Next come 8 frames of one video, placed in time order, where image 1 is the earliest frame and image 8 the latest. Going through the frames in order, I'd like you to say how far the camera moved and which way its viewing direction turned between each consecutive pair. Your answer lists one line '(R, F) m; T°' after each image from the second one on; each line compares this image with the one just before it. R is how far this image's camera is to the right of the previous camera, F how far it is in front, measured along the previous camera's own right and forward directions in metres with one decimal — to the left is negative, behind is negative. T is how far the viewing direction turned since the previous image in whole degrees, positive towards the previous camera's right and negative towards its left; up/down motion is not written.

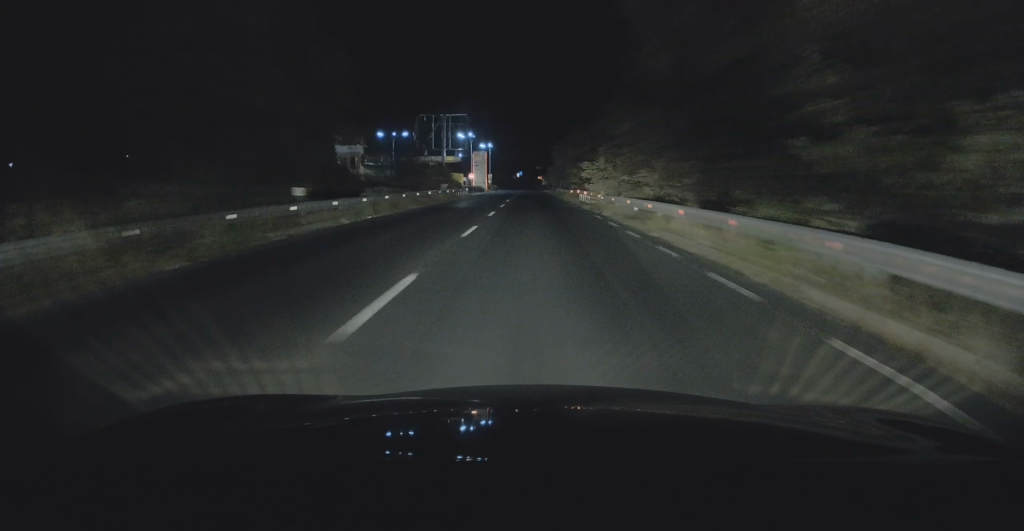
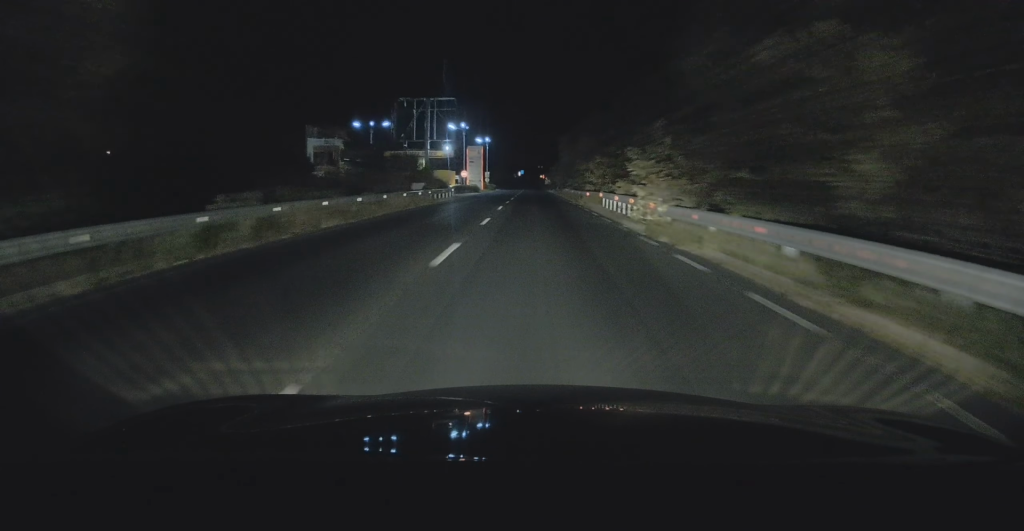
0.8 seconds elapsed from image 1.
(-0.1, +13.5) m; 0°
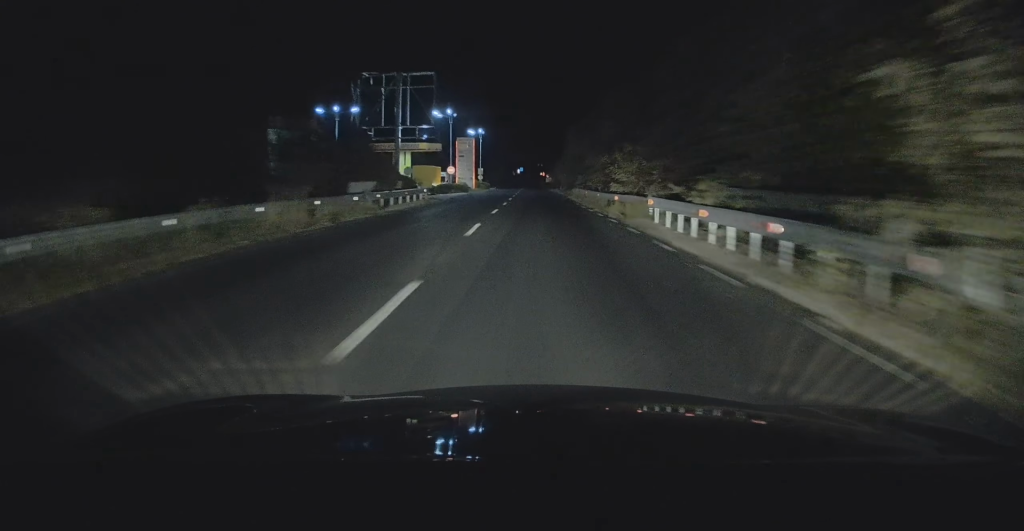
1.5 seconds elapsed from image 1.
(0.0, +13.5) m; 0°
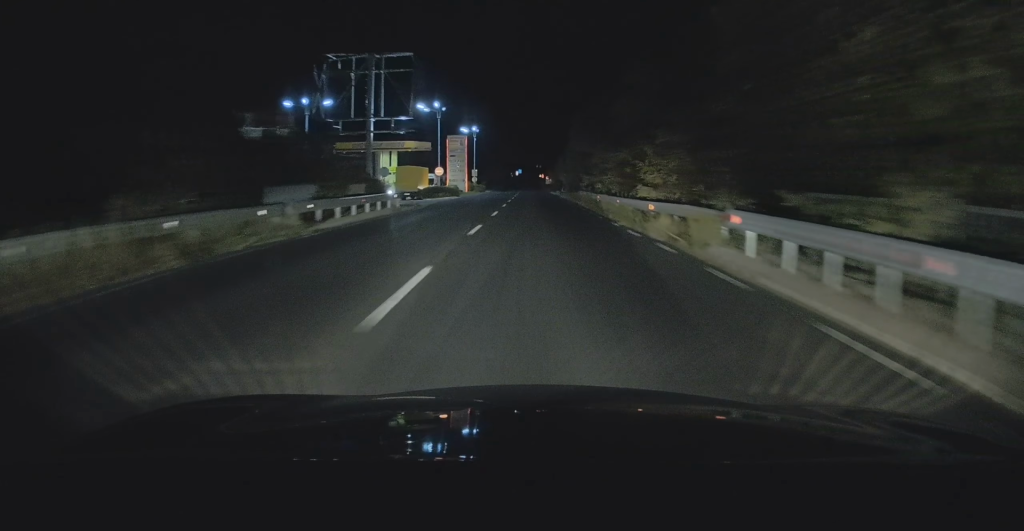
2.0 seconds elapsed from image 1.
(+0.1, +8.2) m; 0°
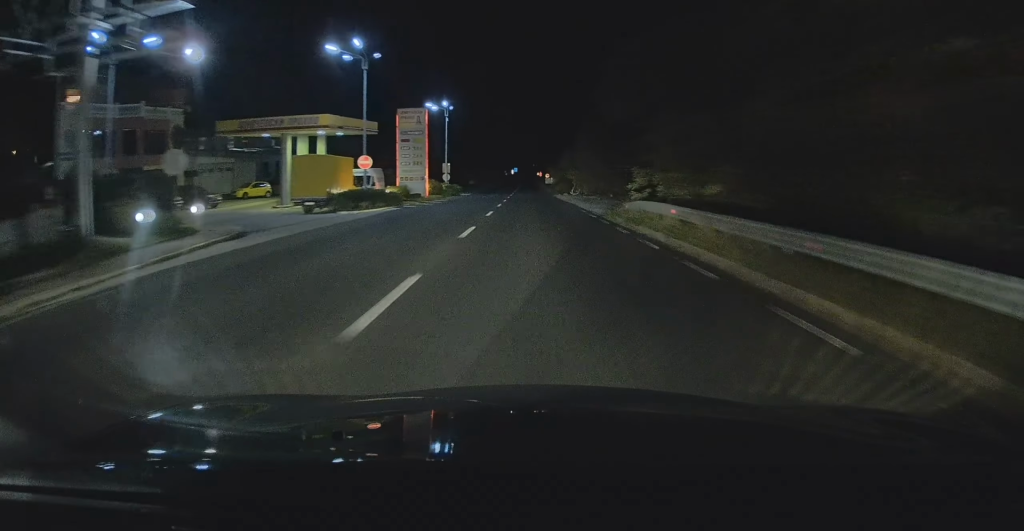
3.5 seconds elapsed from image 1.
(0.0, +26.9) m; 0°
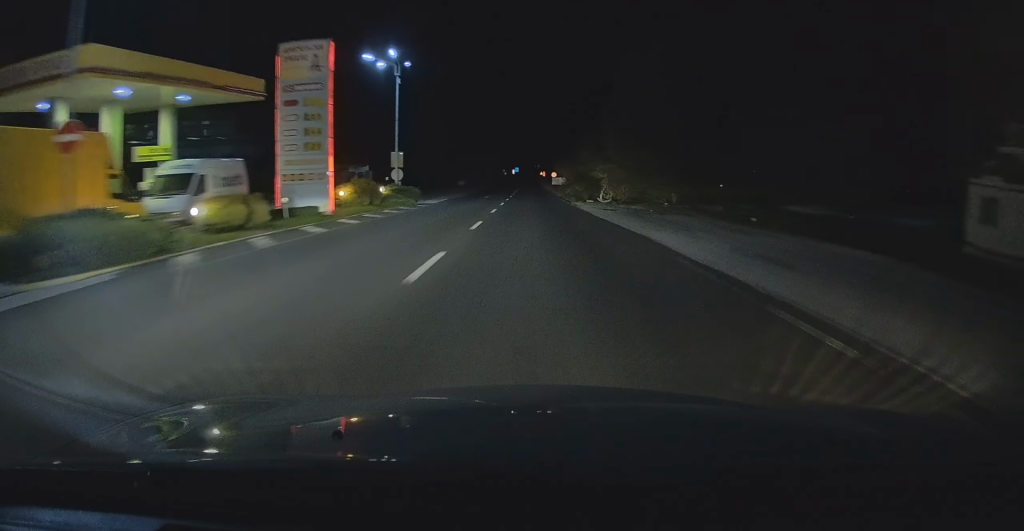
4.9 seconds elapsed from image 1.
(0.0, +24.1) m; +1°
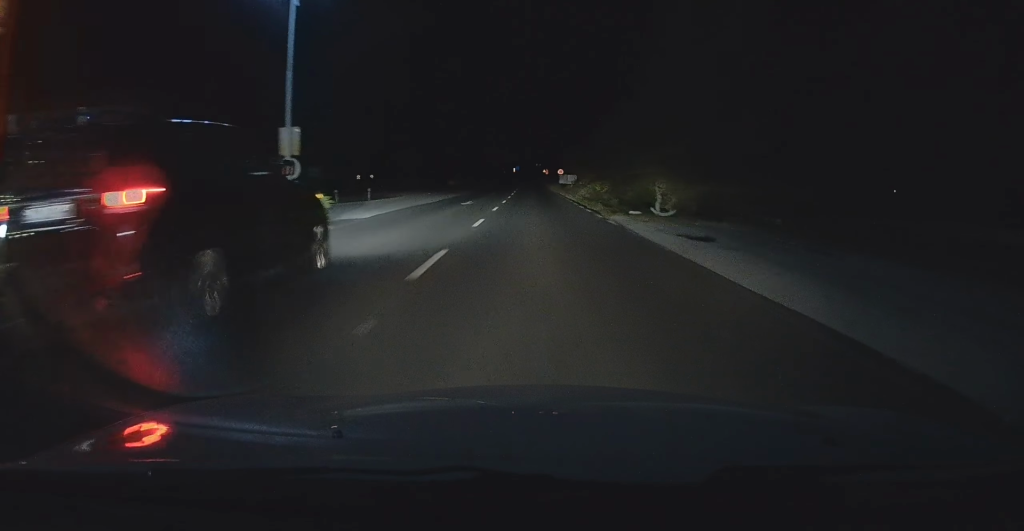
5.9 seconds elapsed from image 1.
(+0.2, +17.6) m; 0°
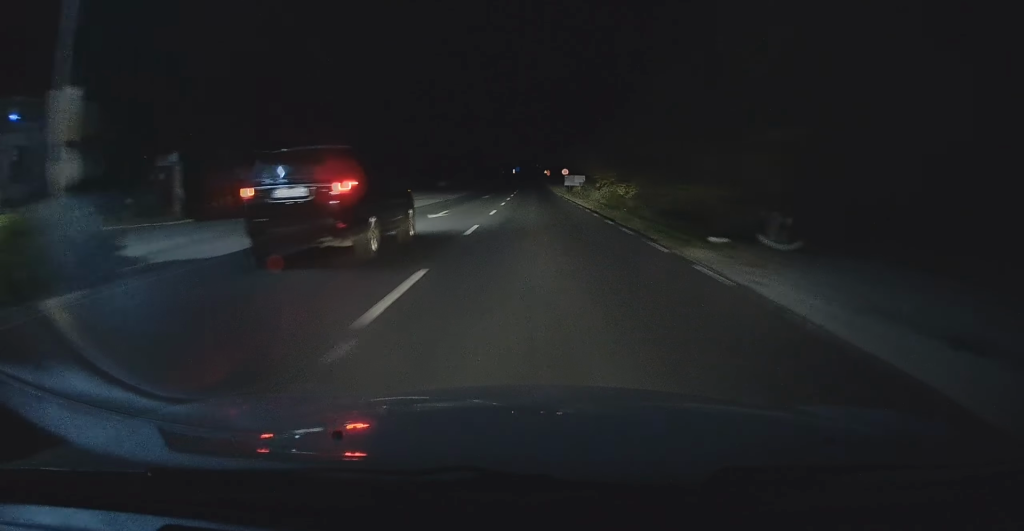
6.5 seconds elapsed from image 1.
(-0.1, +11.1) m; -1°
